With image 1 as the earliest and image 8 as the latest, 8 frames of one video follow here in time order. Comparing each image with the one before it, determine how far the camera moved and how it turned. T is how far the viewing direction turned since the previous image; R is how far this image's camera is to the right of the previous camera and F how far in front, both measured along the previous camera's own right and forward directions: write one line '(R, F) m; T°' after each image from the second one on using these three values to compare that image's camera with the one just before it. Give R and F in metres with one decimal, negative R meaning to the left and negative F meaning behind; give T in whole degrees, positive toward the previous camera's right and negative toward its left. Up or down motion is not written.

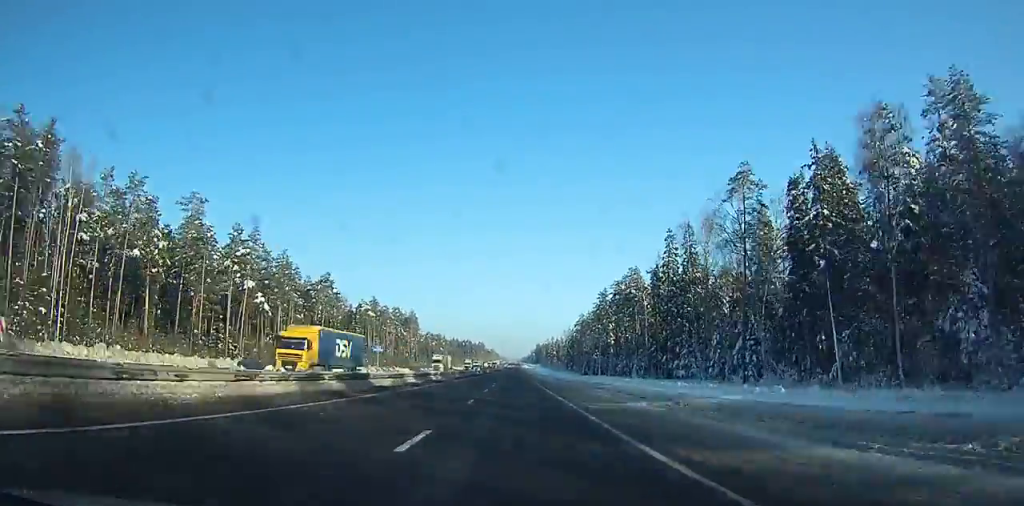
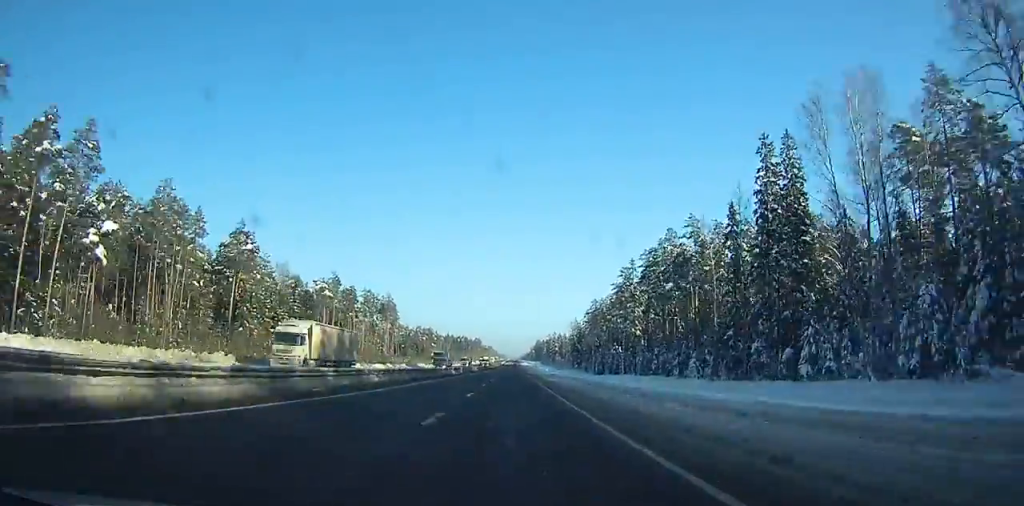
(0.0, +42.0) m; 0°
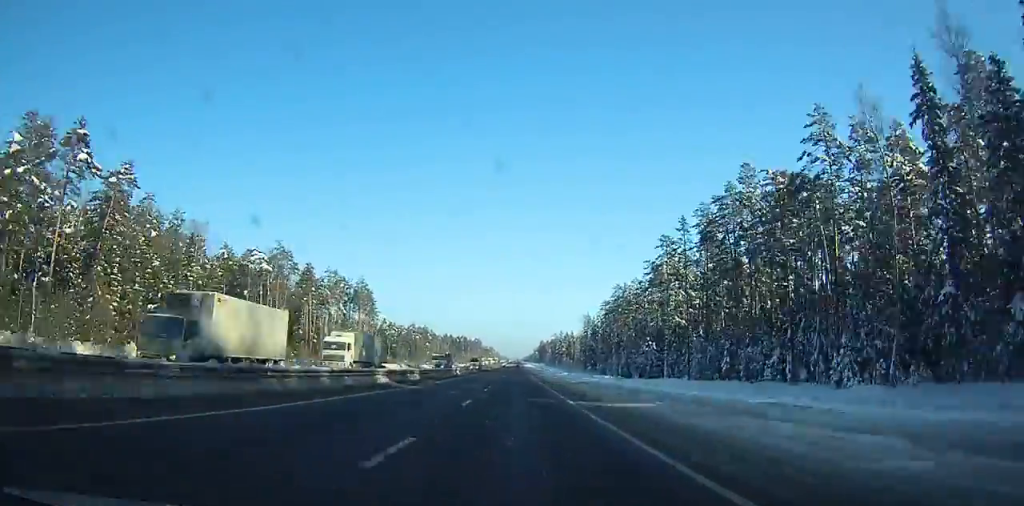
(0.0, +40.5) m; 0°
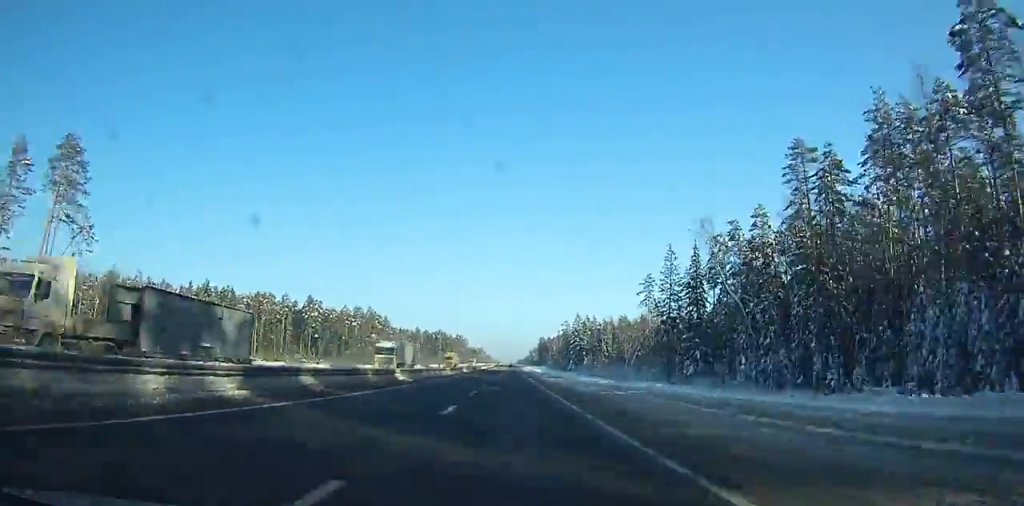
(+0.1, +154.2) m; 0°
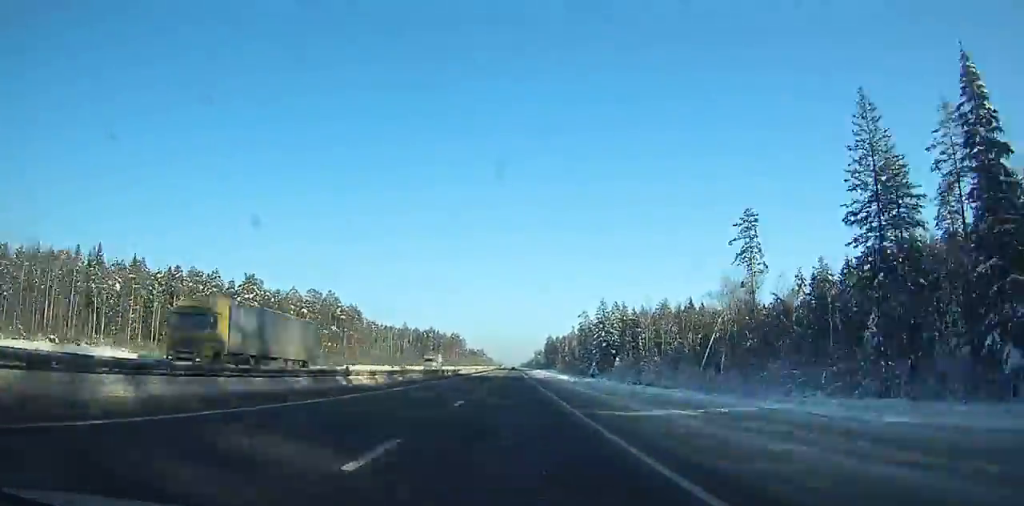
(+0.2, +73.7) m; 0°
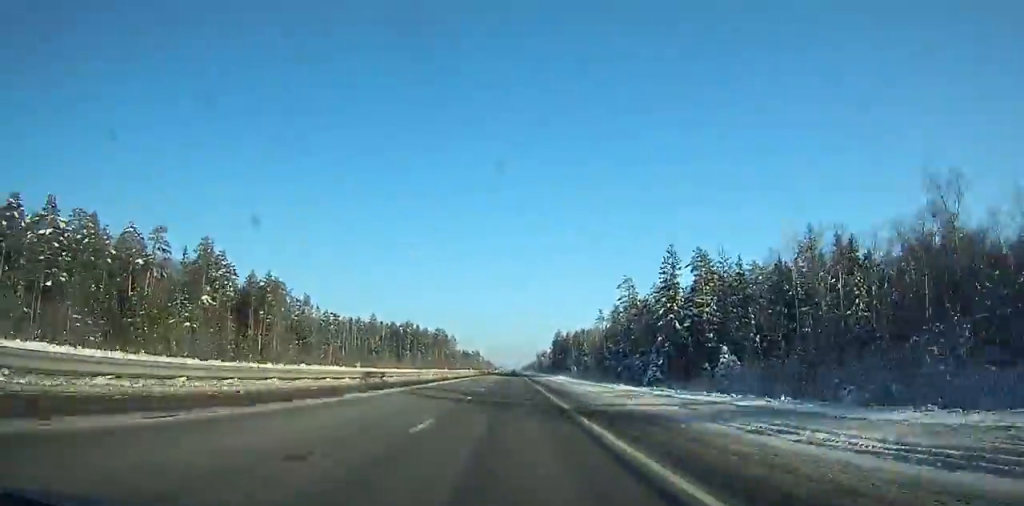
(-0.2, +98.2) m; 0°
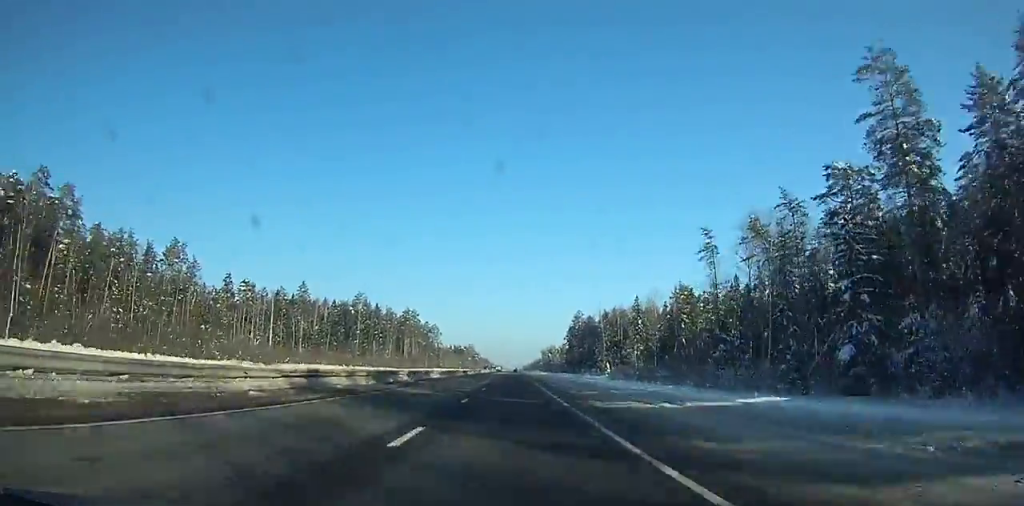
(+0.1, +111.7) m; 0°
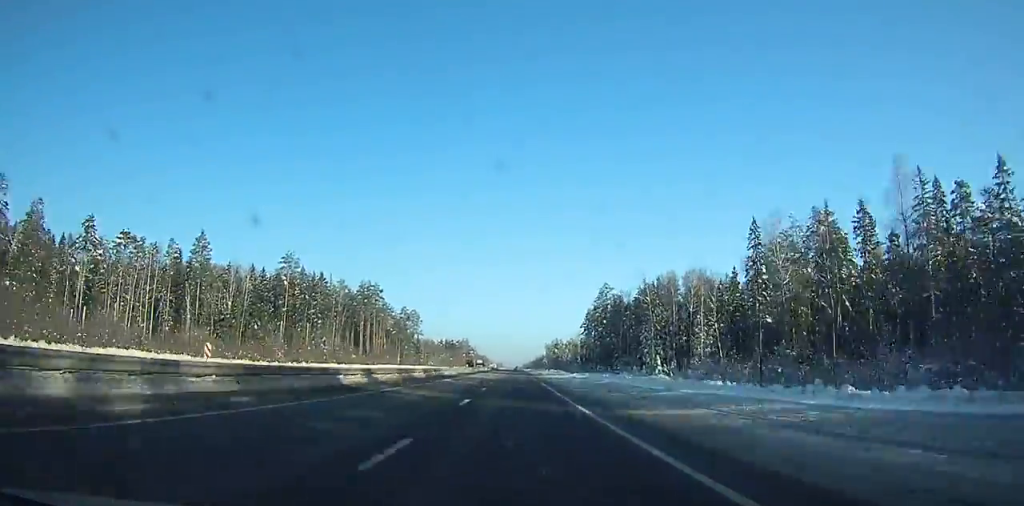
(+0.2, +70.3) m; 0°
